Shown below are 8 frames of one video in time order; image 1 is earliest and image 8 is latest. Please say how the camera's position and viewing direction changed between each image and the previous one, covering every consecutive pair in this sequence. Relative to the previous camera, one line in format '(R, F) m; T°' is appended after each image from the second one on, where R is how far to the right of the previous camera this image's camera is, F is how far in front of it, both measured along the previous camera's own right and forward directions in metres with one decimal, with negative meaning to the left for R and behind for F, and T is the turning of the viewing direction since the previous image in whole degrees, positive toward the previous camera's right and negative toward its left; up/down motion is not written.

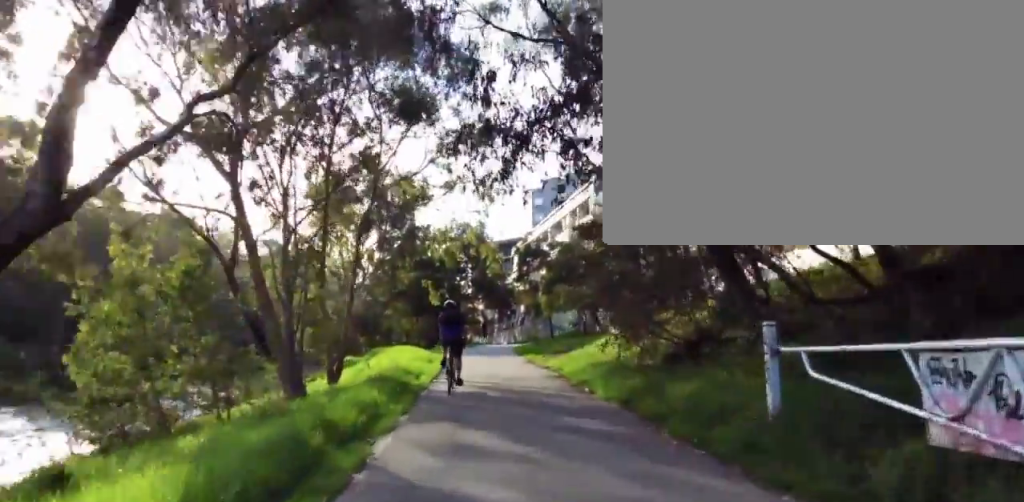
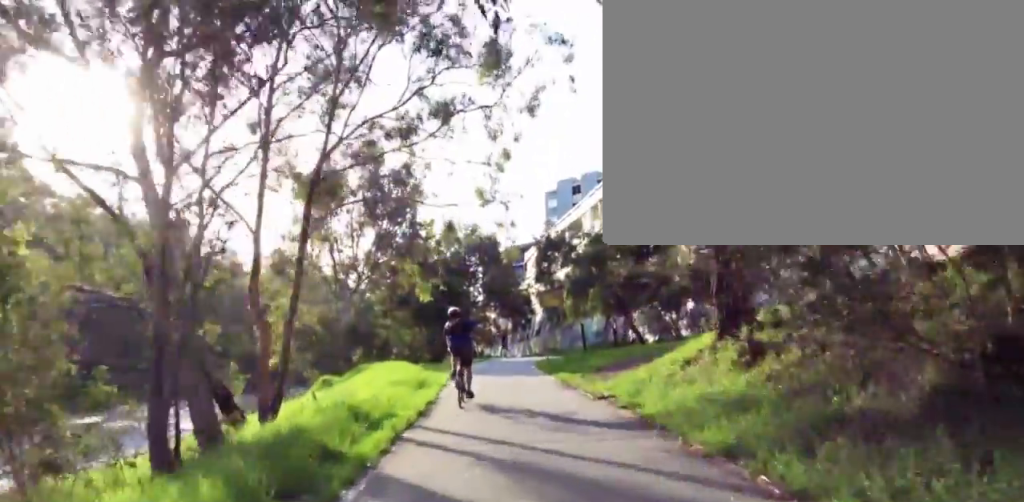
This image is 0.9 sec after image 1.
(+0.2, +5.8) m; +9°
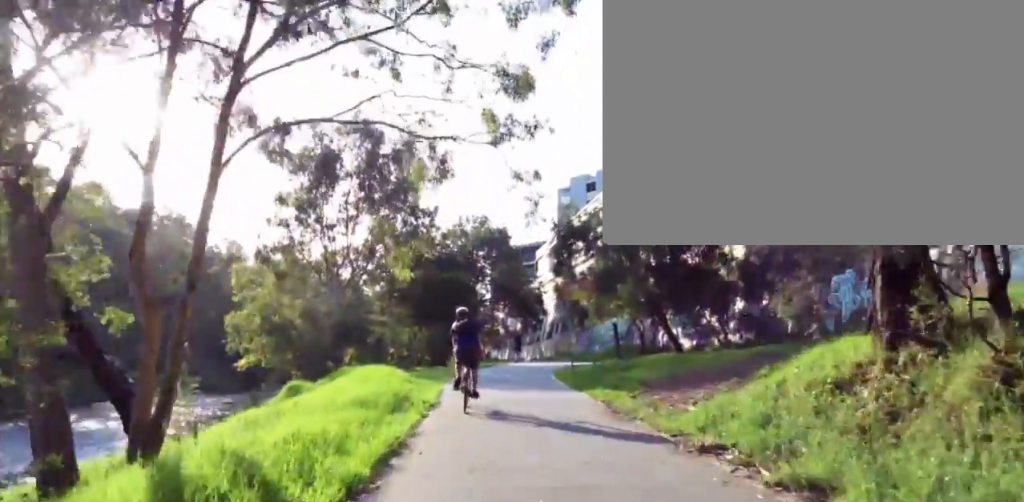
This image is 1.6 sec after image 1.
(+0.4, +4.3) m; +2°
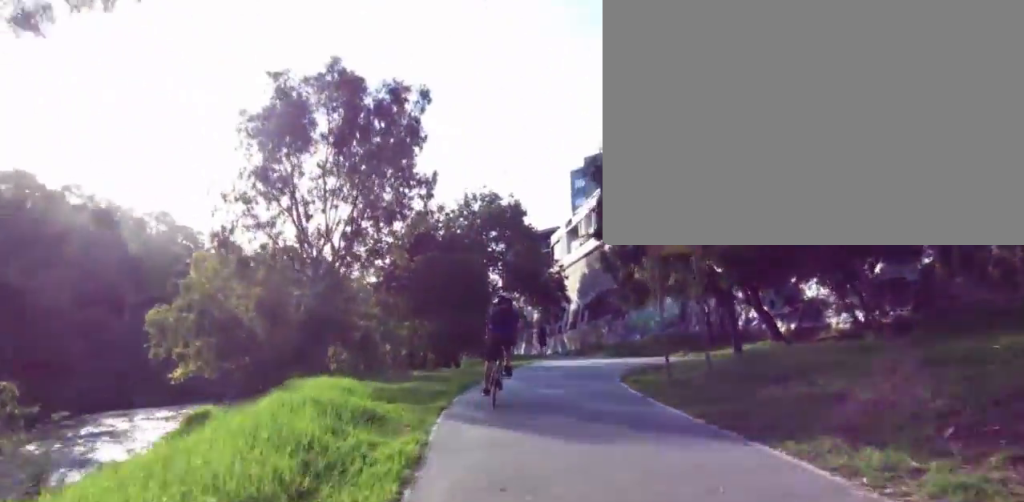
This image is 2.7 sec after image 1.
(0.0, +7.4) m; -8°
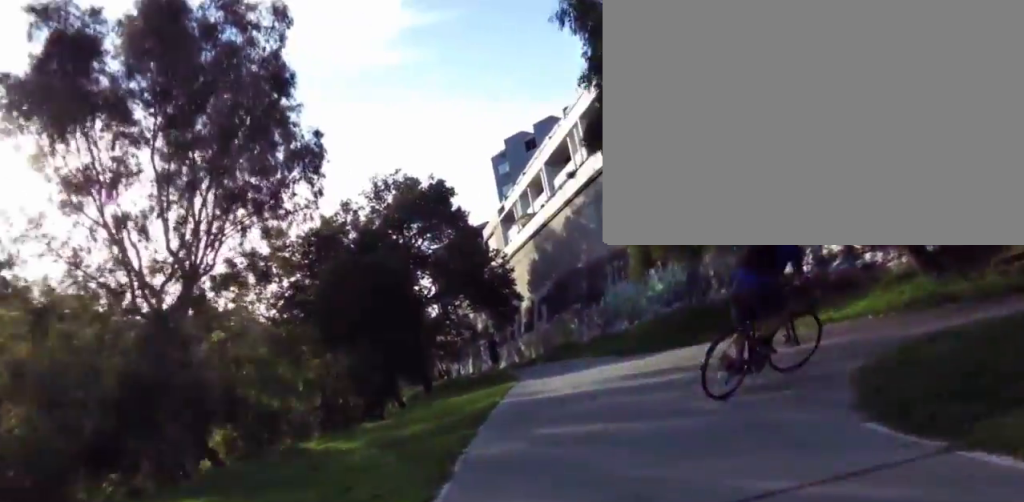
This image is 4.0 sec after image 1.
(-1.3, +8.8) m; -7°
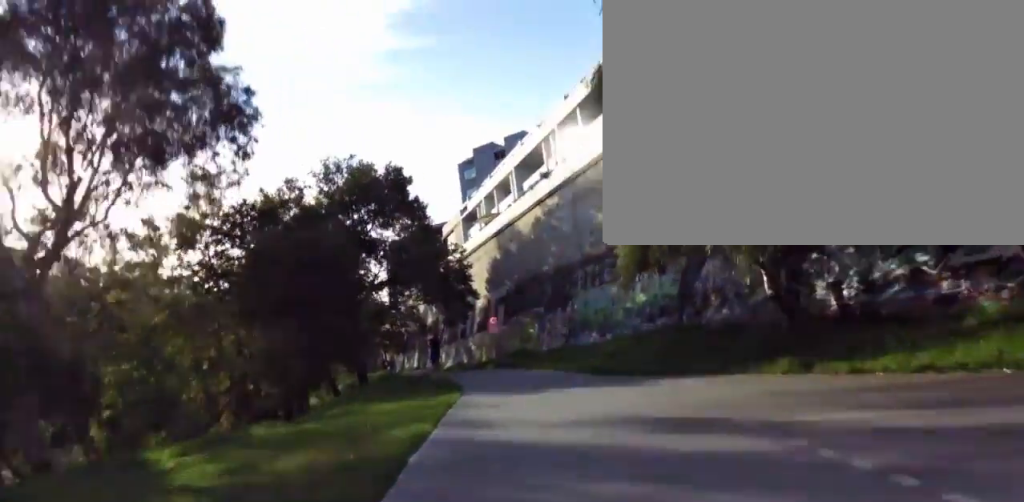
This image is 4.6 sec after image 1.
(+0.2, +3.8) m; +10°
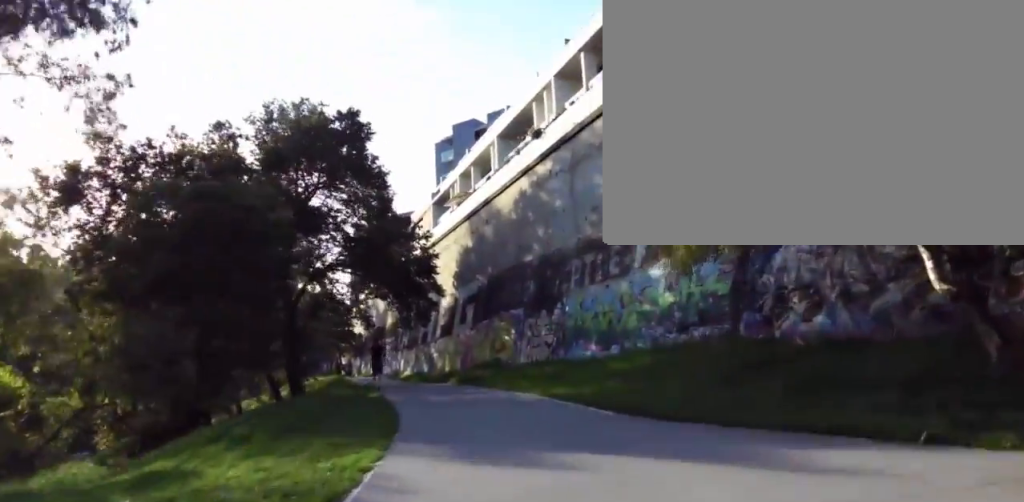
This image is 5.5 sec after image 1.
(+0.9, +5.8) m; +18°
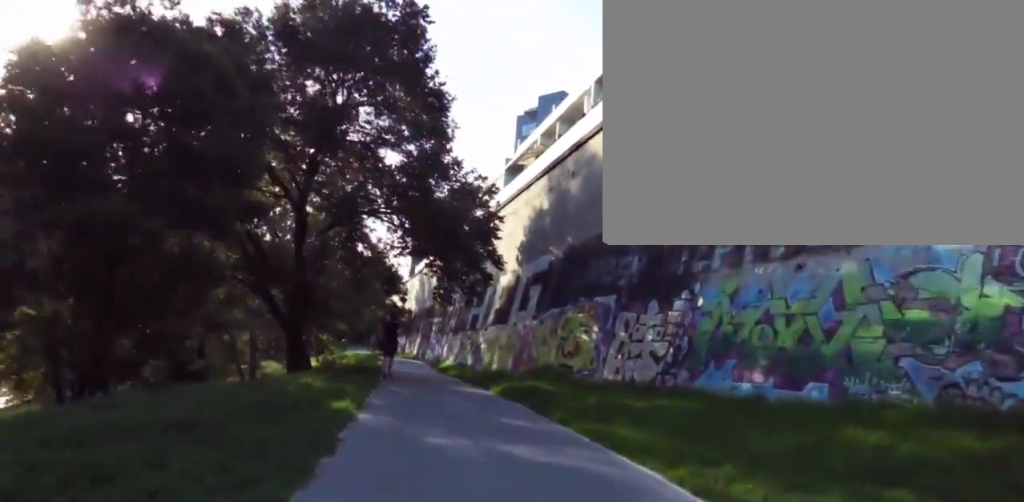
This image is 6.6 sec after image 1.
(+1.5, +7.6) m; +4°
